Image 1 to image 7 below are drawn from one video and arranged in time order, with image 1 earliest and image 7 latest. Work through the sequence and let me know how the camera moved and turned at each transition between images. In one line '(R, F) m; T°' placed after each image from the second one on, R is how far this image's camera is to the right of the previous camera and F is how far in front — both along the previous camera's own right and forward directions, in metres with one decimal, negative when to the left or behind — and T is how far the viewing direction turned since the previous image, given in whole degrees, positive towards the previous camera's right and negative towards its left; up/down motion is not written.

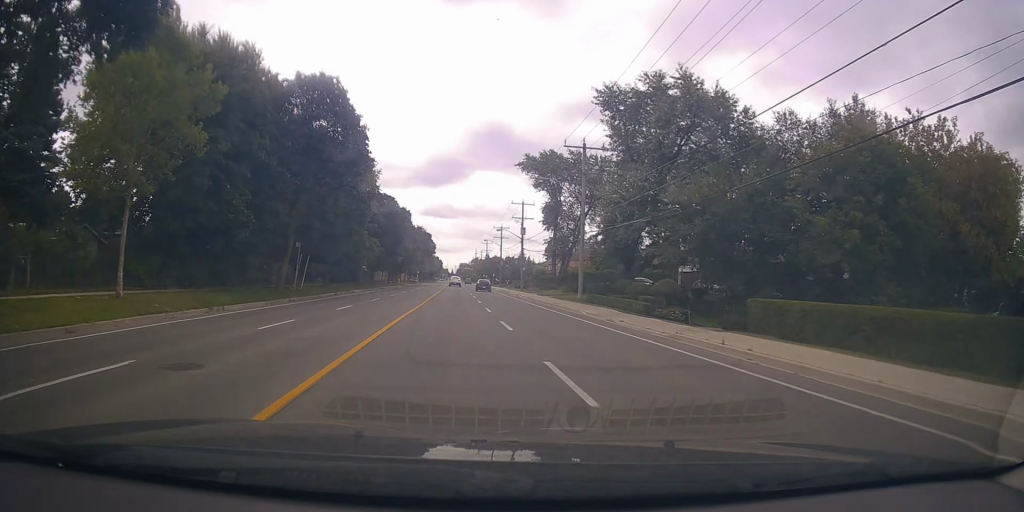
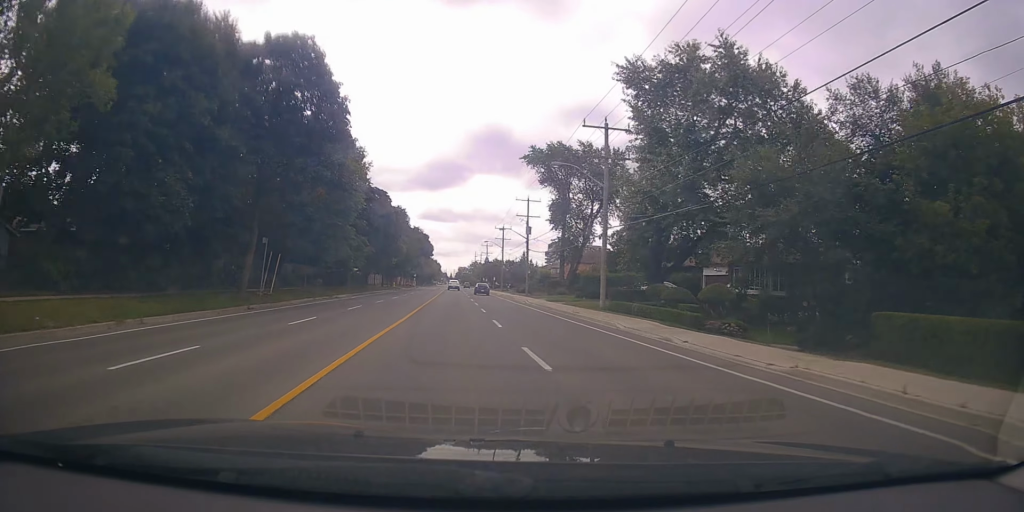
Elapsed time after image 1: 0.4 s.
(-0.1, +6.3) m; 0°
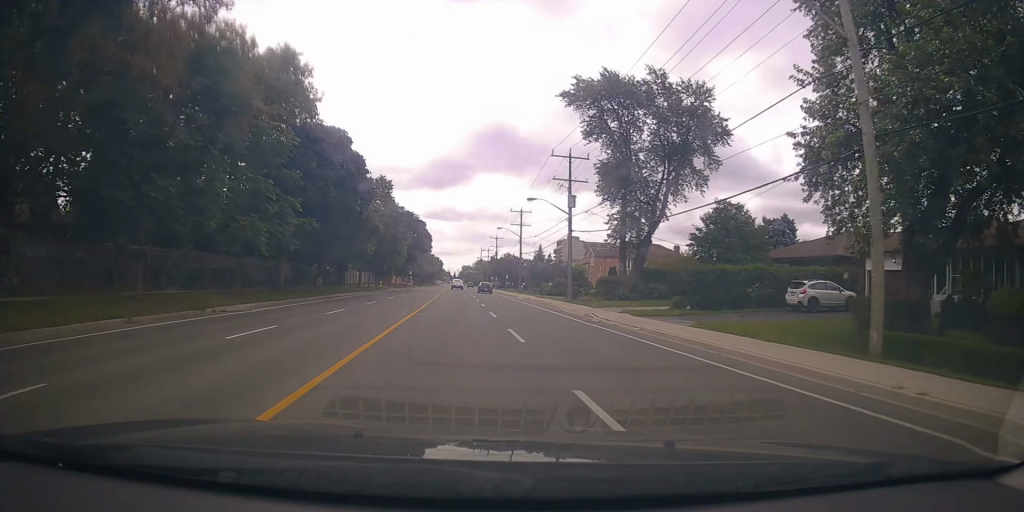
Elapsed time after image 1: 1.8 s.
(-0.1, +22.7) m; -1°
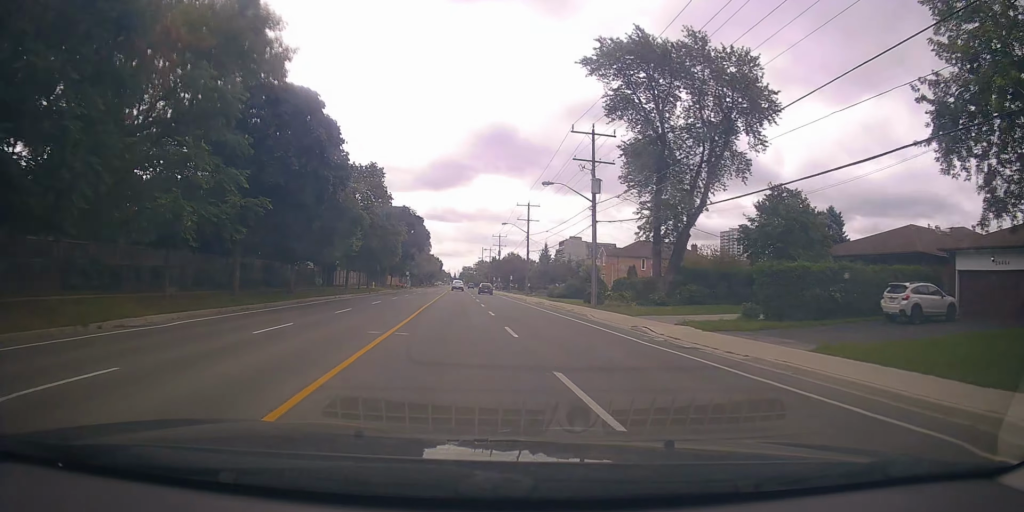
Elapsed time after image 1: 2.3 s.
(-0.1, +7.5) m; +1°
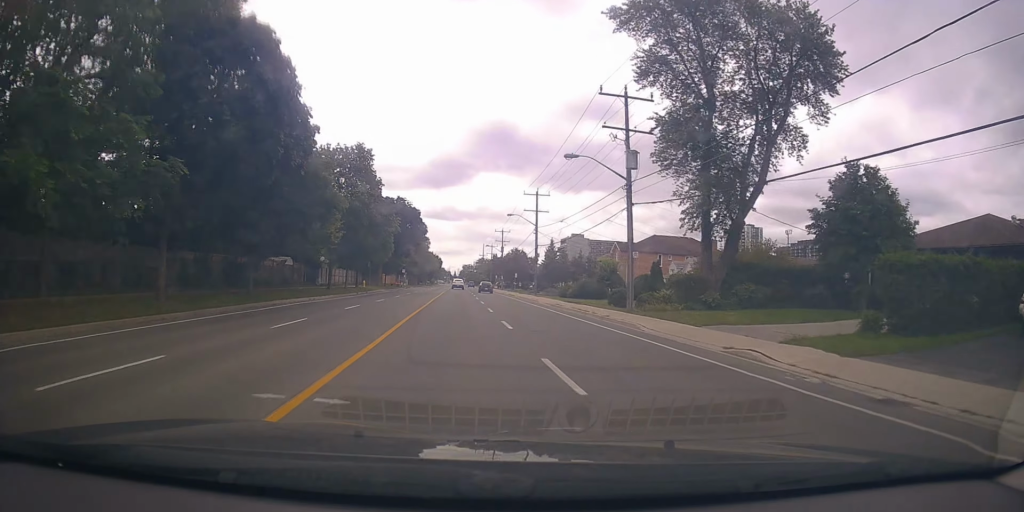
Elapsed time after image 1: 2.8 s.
(-0.2, +7.5) m; +1°
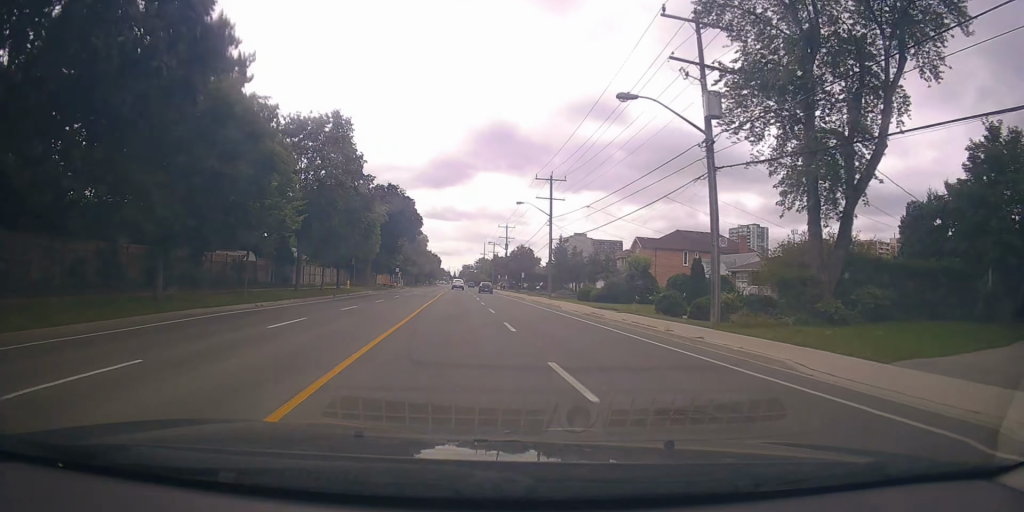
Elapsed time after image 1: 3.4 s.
(+0.3, +9.6) m; 0°
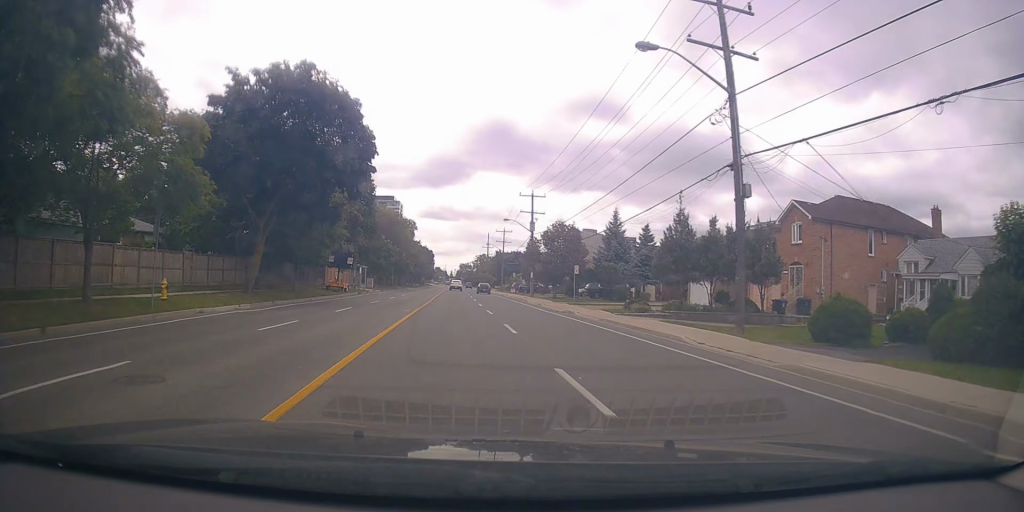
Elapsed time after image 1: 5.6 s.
(+0.2, +36.7) m; +1°
